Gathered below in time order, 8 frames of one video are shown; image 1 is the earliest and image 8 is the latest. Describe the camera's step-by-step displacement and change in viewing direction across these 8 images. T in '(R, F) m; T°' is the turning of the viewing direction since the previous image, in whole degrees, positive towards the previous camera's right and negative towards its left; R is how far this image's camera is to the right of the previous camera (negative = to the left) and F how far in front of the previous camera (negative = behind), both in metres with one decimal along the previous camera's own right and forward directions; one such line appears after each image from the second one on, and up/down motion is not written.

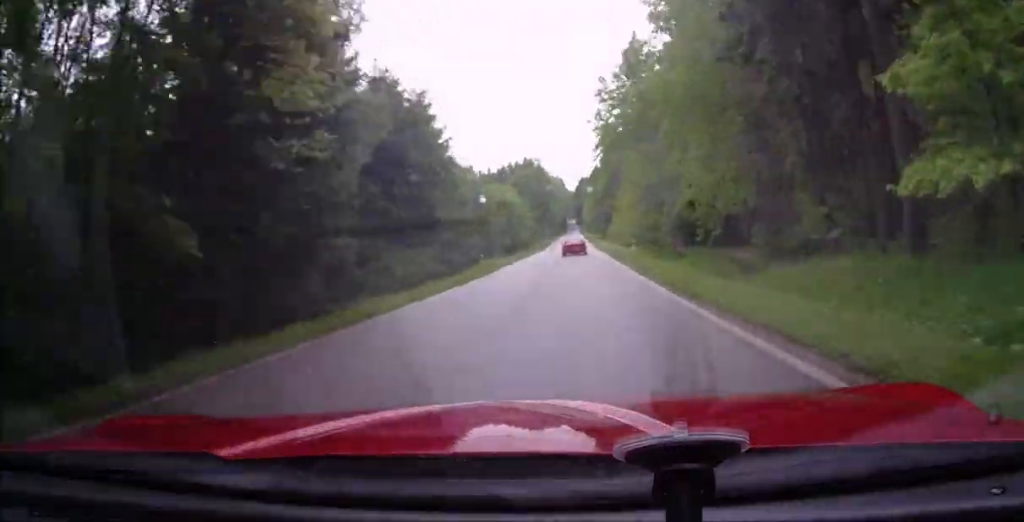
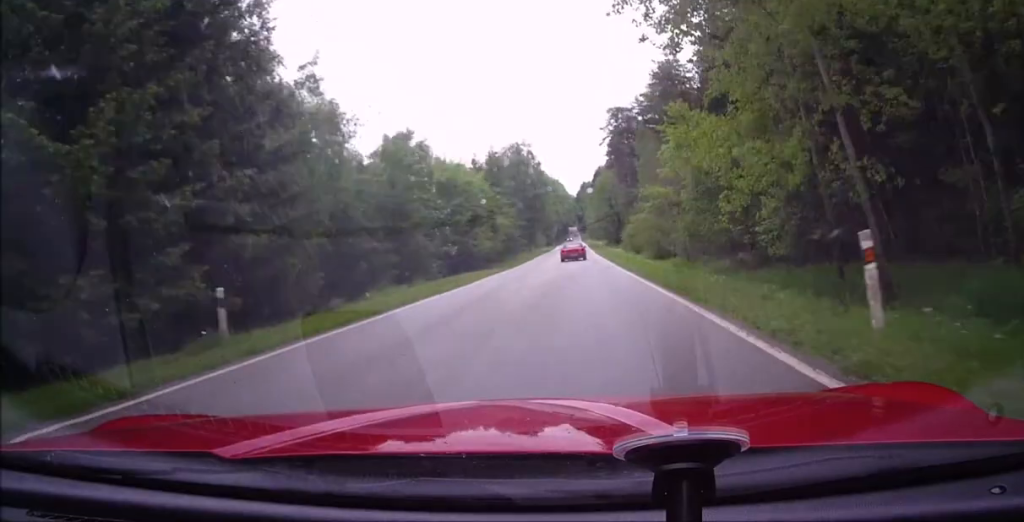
(0.0, +27.5) m; 0°
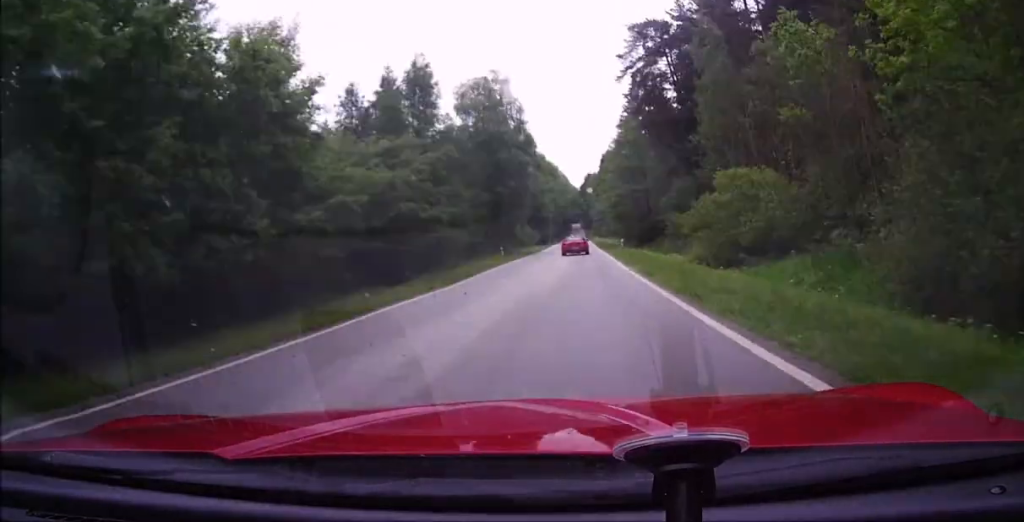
(0.0, +36.0) m; 0°
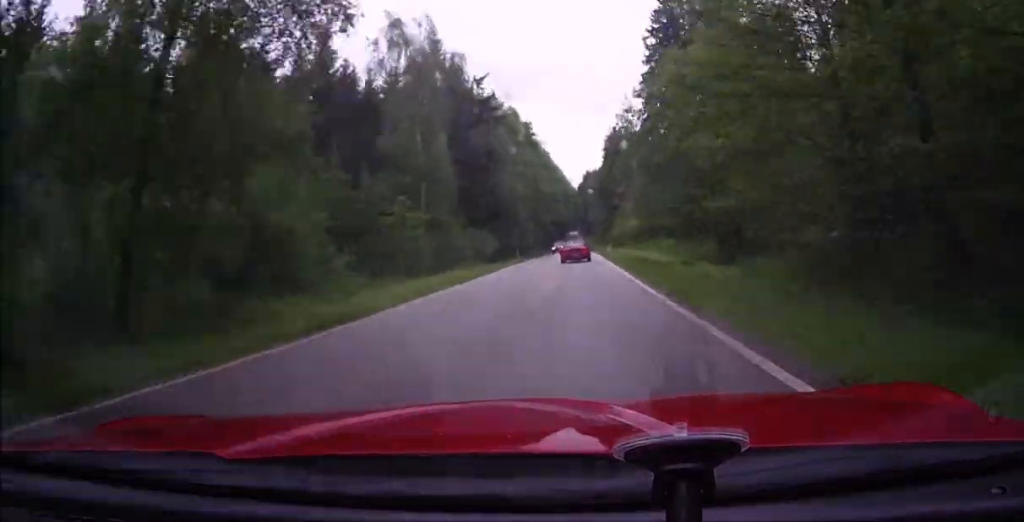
(0.0, +55.9) m; +1°
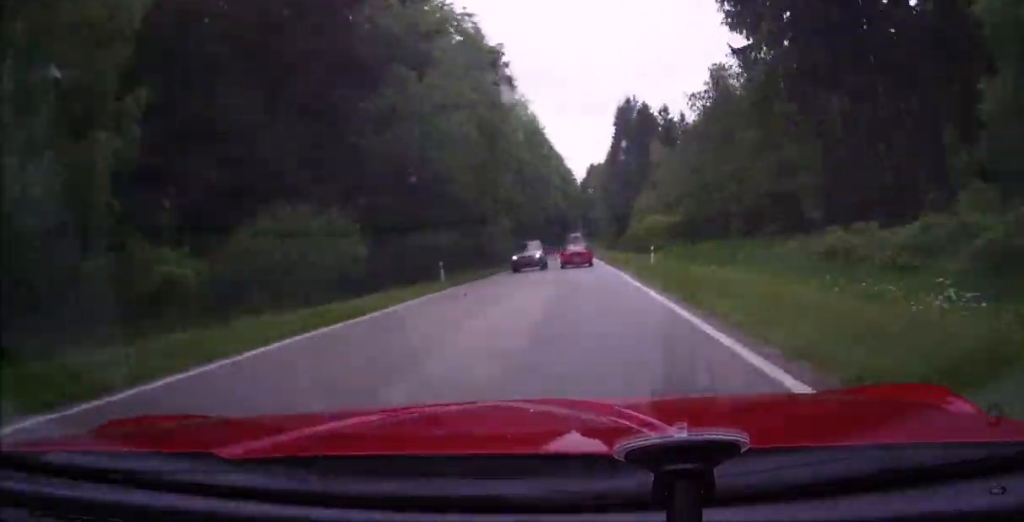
(+0.5, +35.7) m; +1°
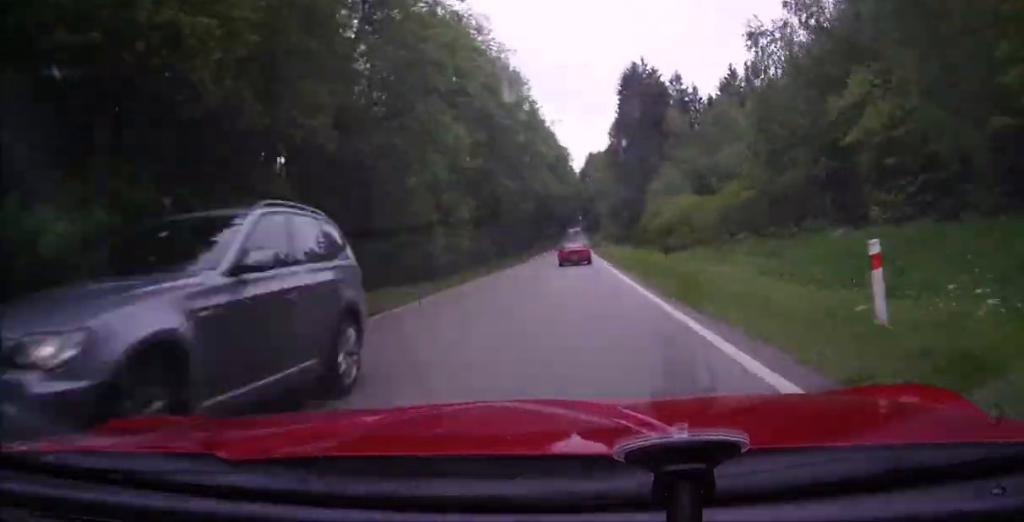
(0.0, +21.4) m; 0°
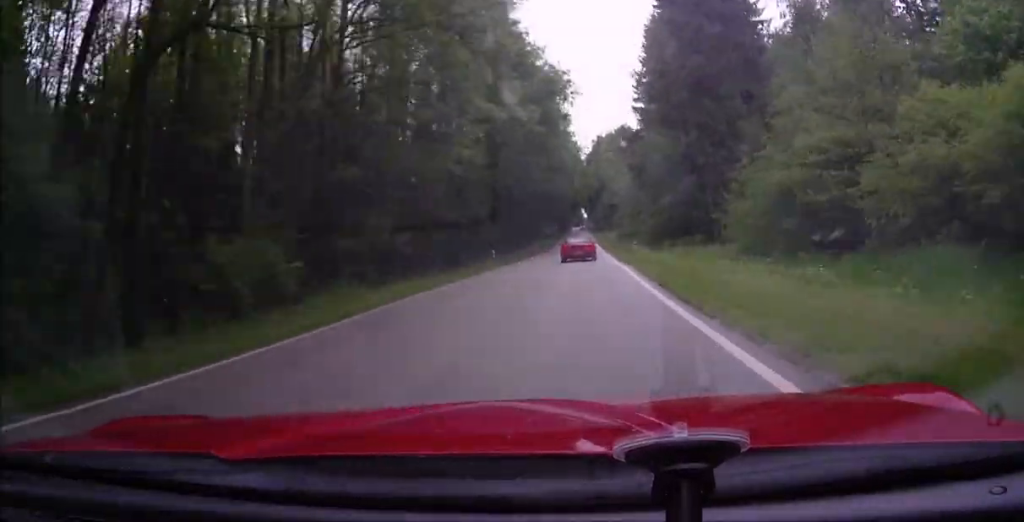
(0.0, +43.8) m; 0°
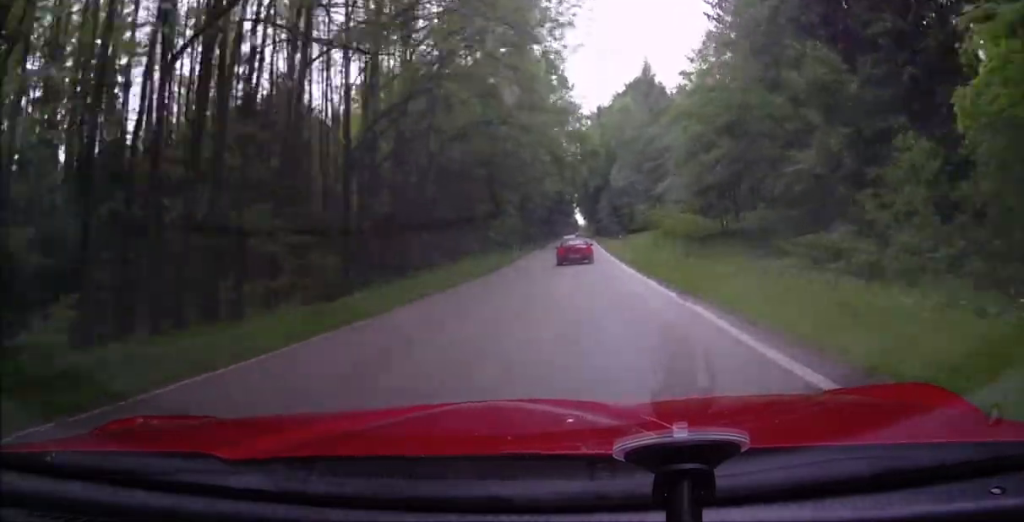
(0.0, +64.2) m; 0°
